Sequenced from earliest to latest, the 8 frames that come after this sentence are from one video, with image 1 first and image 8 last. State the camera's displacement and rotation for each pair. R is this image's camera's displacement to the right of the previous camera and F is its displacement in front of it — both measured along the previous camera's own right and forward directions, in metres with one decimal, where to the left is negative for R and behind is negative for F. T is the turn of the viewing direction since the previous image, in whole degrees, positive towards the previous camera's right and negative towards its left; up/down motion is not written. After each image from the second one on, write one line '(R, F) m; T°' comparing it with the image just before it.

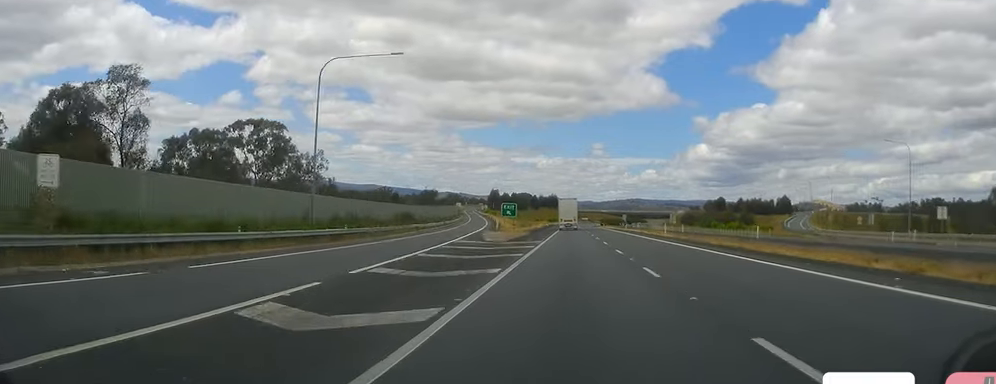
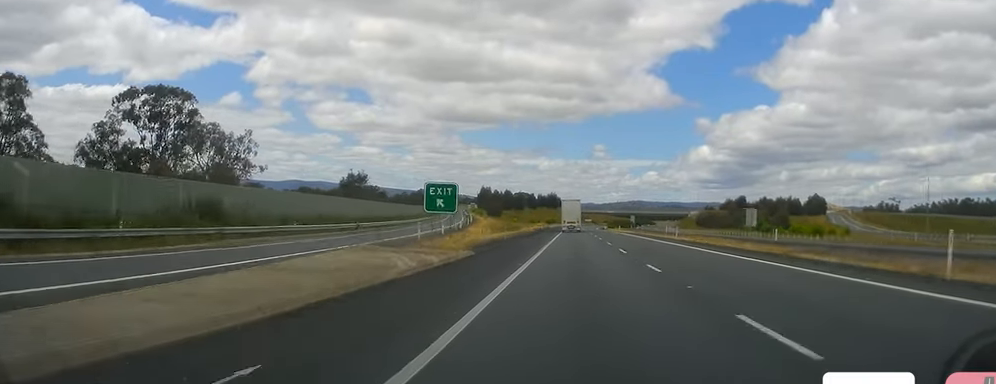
(-0.2, +46.1) m; 0°
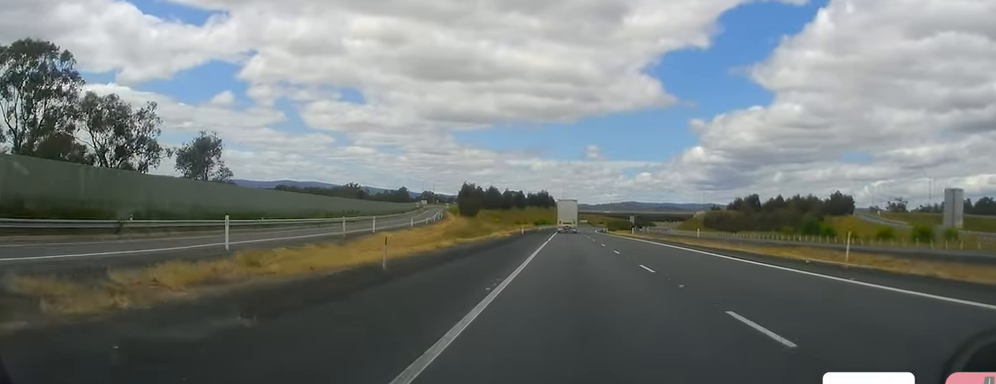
(-0.1, +35.5) m; 0°
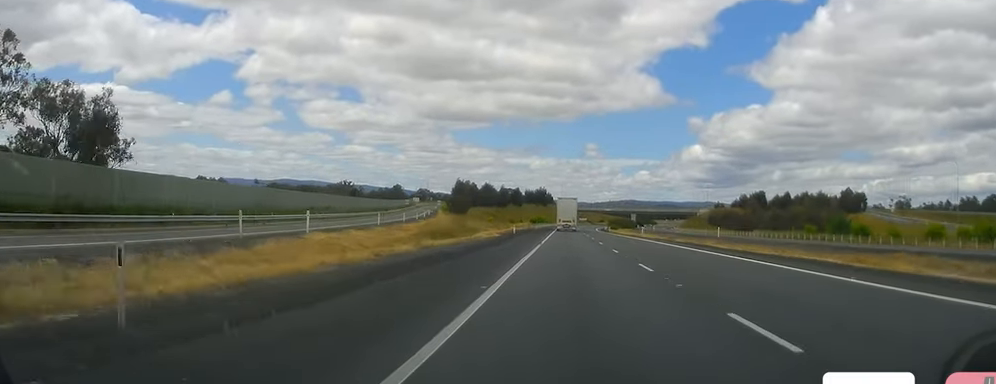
(-0.1, +12.4) m; 0°
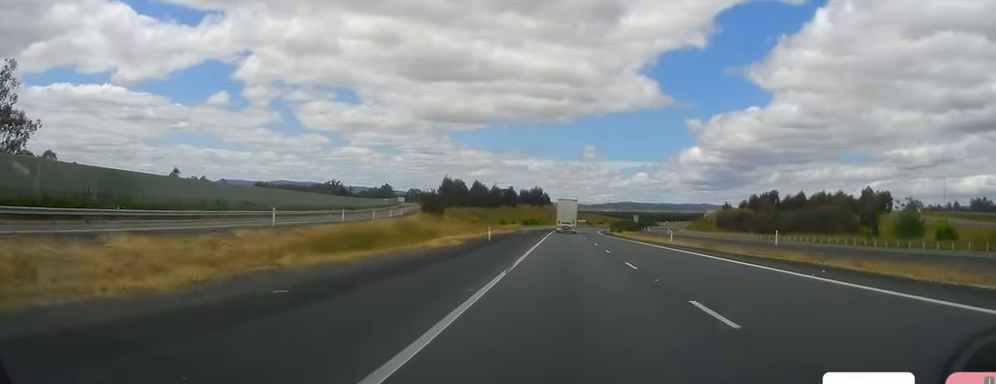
(+0.3, +22.0) m; 0°
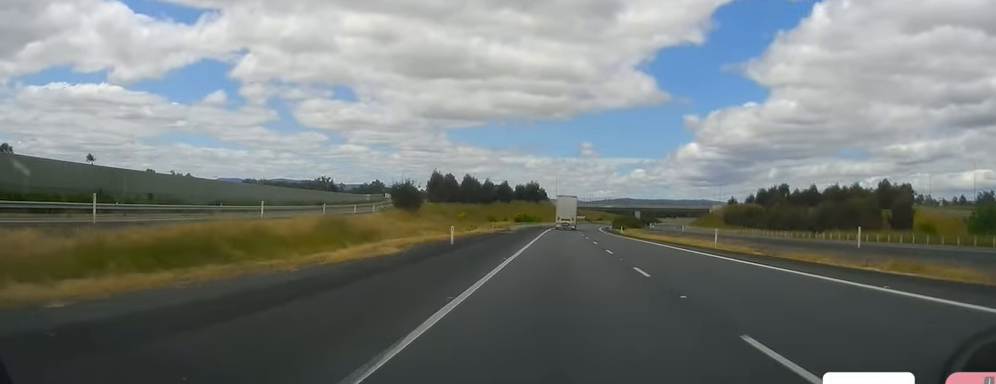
(-0.1, +16.3) m; 0°
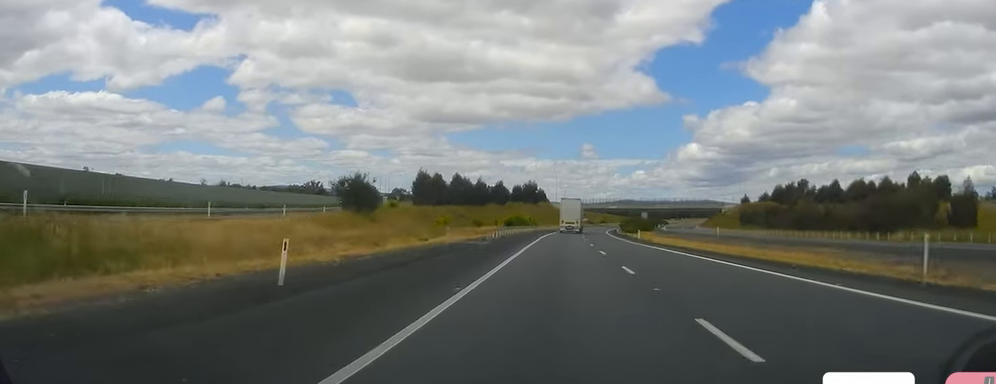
(-0.2, +22.1) m; 0°
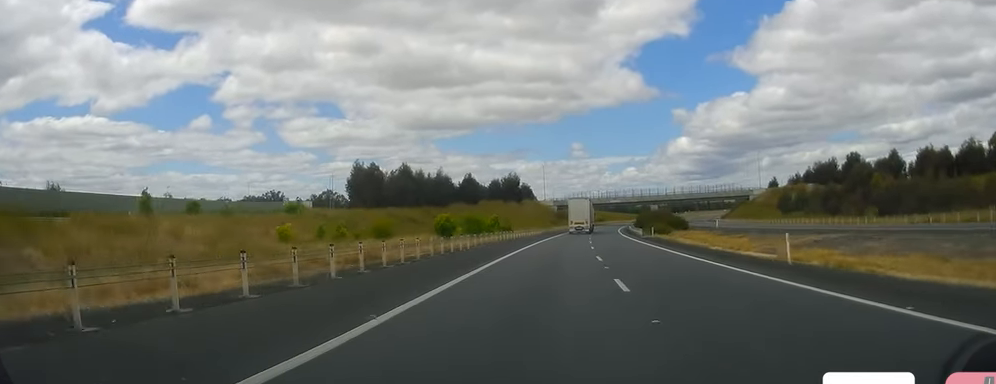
(-0.1, +52.8) m; +1°
